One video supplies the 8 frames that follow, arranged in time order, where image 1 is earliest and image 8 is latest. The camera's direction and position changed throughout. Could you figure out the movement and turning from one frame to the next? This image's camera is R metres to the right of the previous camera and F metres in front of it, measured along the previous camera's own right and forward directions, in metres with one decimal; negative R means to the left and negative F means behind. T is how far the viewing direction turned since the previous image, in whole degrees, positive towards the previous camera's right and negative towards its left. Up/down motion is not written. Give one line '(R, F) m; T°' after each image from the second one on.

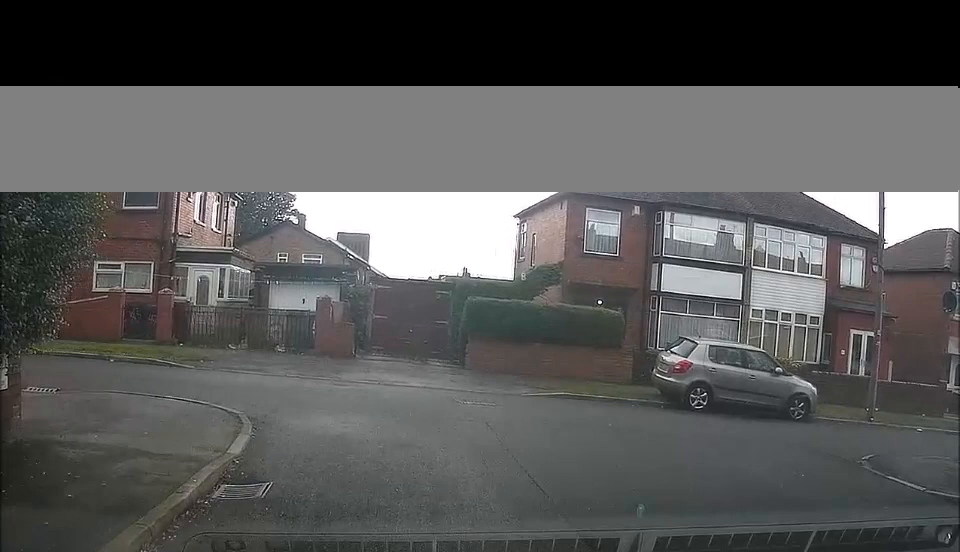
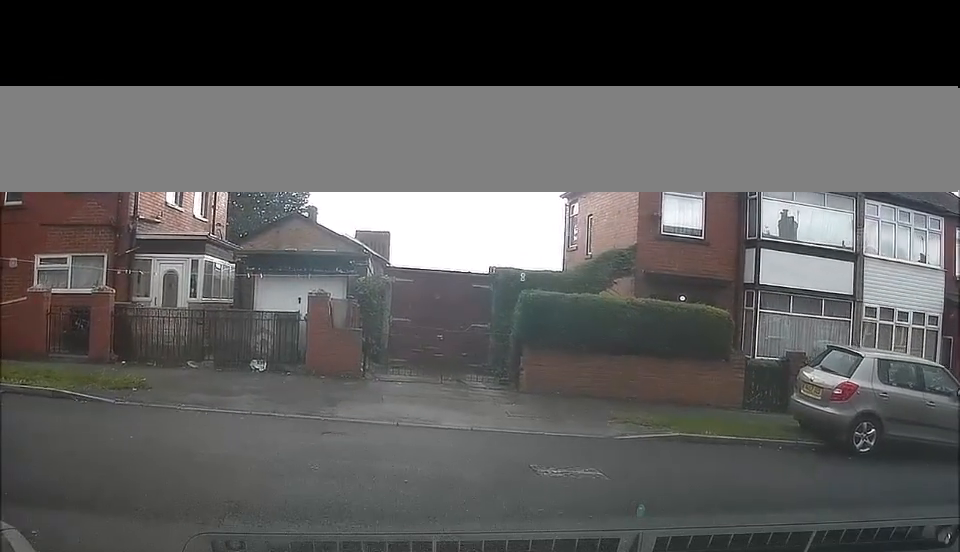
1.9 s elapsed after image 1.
(0.0, +7.0) m; +6°
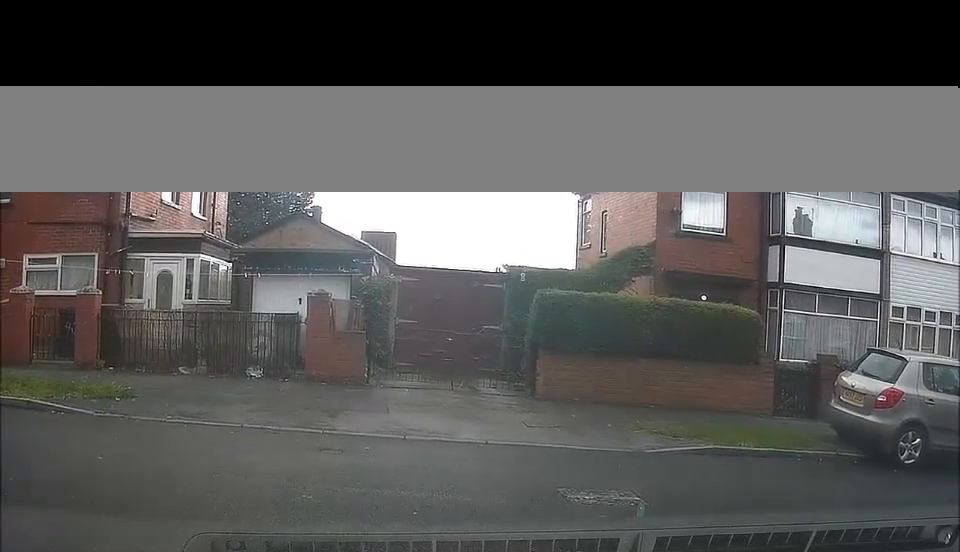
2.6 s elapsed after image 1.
(+0.2, +1.7) m; -4°
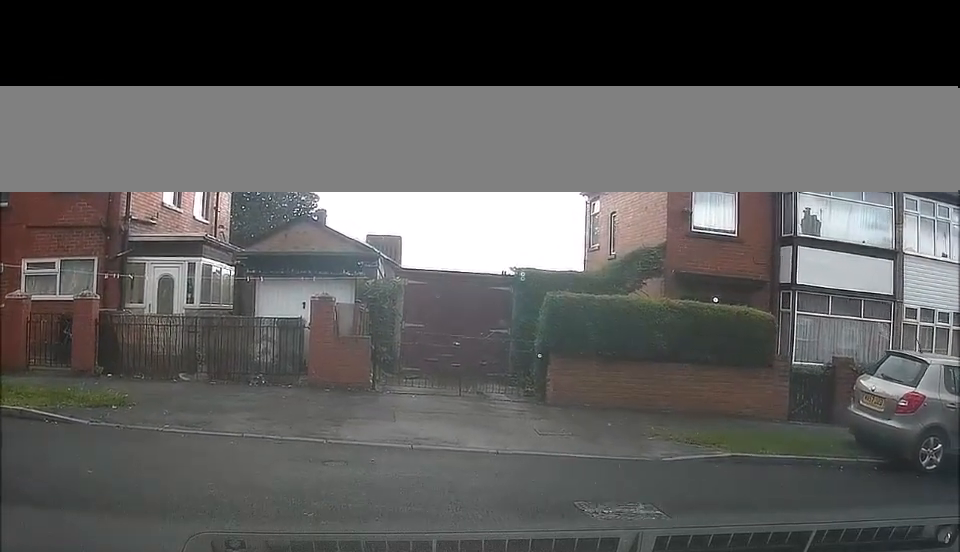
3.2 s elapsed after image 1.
(+0.1, +1.1) m; -6°
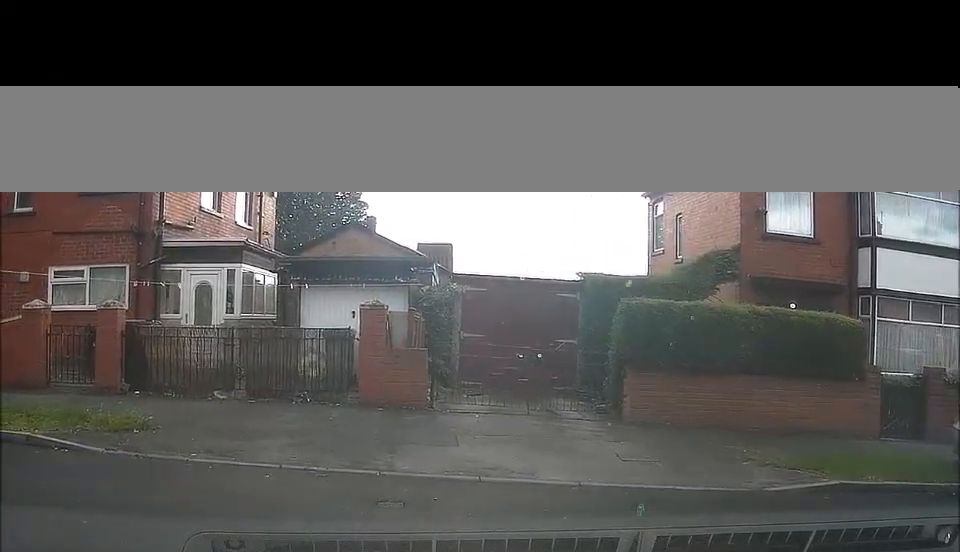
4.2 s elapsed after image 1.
(-0.5, +1.9) m; -12°
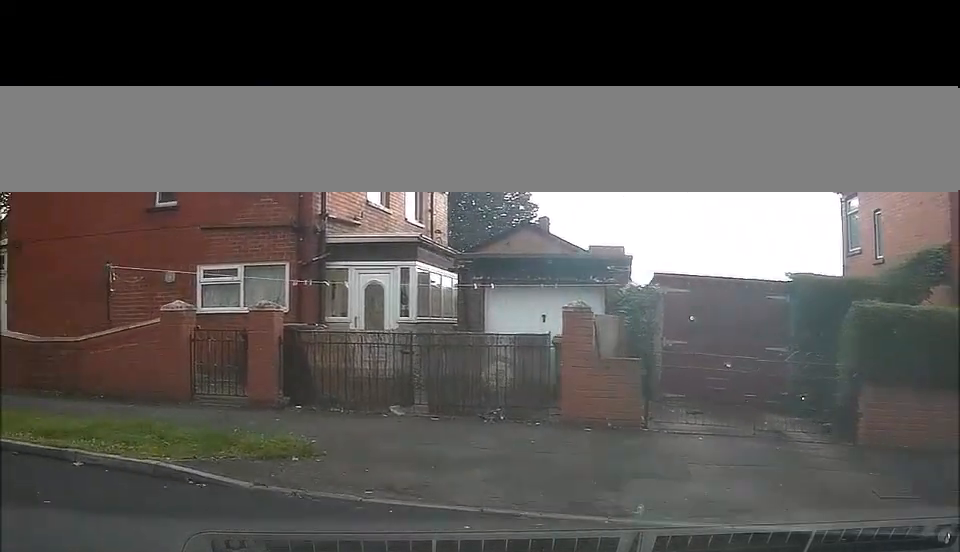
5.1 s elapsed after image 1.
(+0.2, +1.8) m; -13°
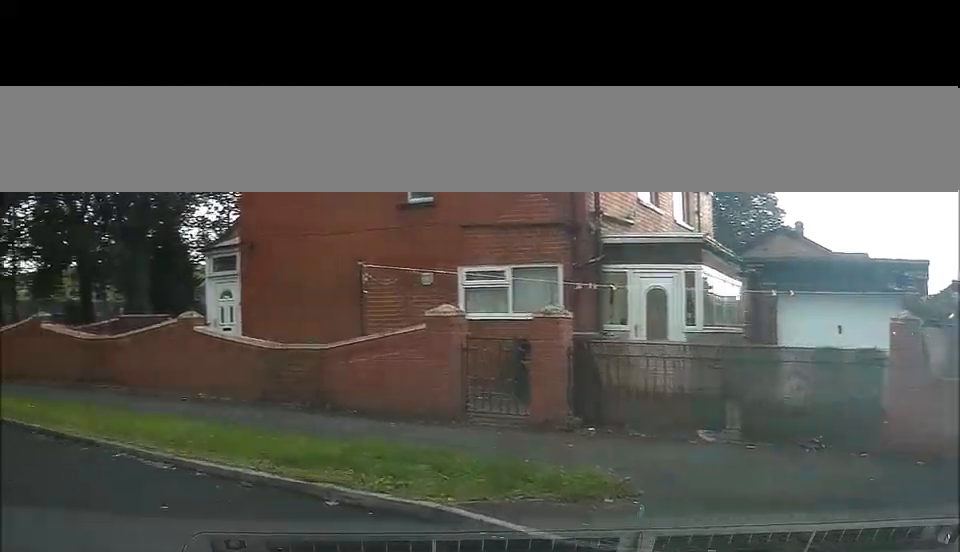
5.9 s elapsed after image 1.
(-0.5, +1.6) m; -19°
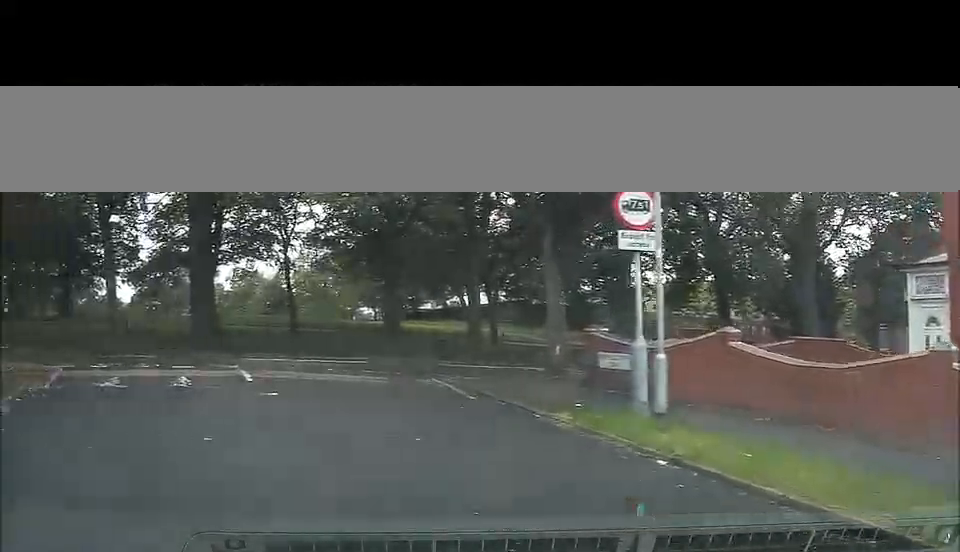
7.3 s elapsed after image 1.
(-0.7, +3.0) m; -26°
